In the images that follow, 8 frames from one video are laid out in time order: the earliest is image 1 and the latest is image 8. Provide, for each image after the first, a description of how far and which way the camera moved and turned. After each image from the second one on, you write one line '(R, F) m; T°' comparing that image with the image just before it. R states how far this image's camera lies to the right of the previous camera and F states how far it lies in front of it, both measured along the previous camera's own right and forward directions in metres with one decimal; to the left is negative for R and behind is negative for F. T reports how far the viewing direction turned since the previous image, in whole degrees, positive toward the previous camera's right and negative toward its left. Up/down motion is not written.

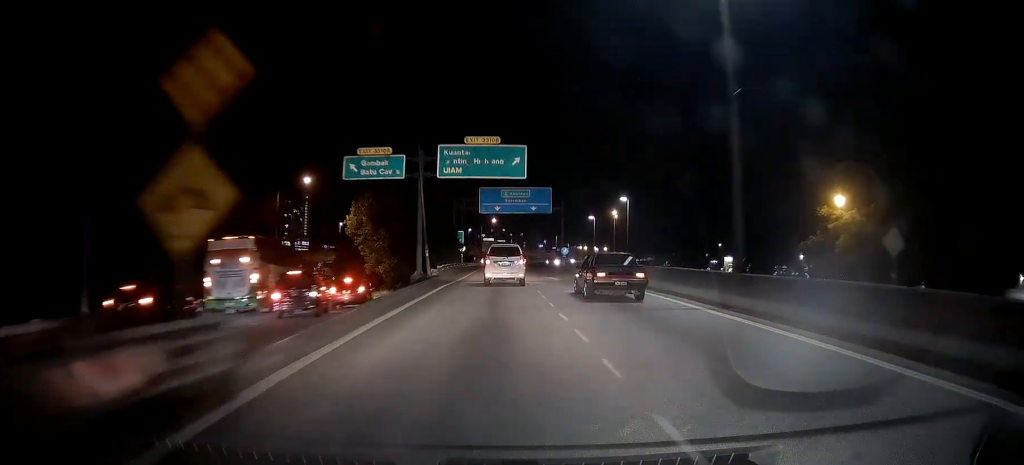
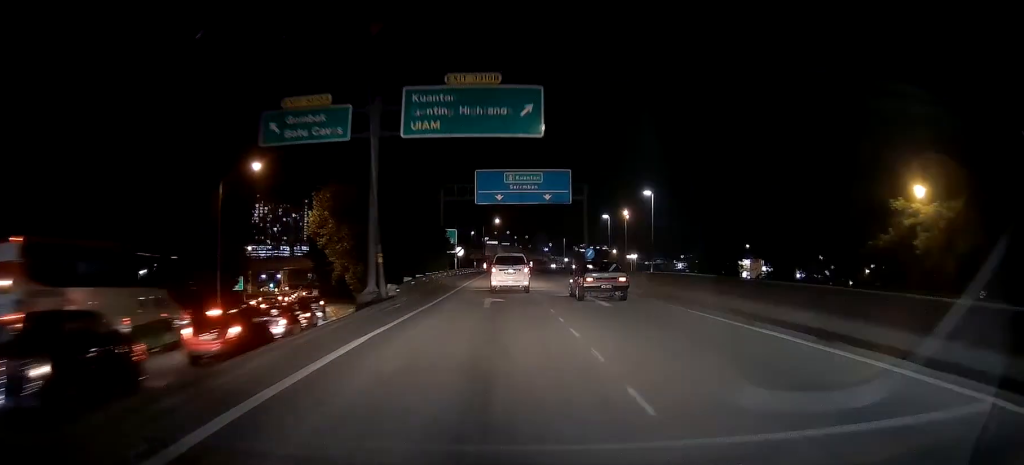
(0.0, +15.1) m; 0°
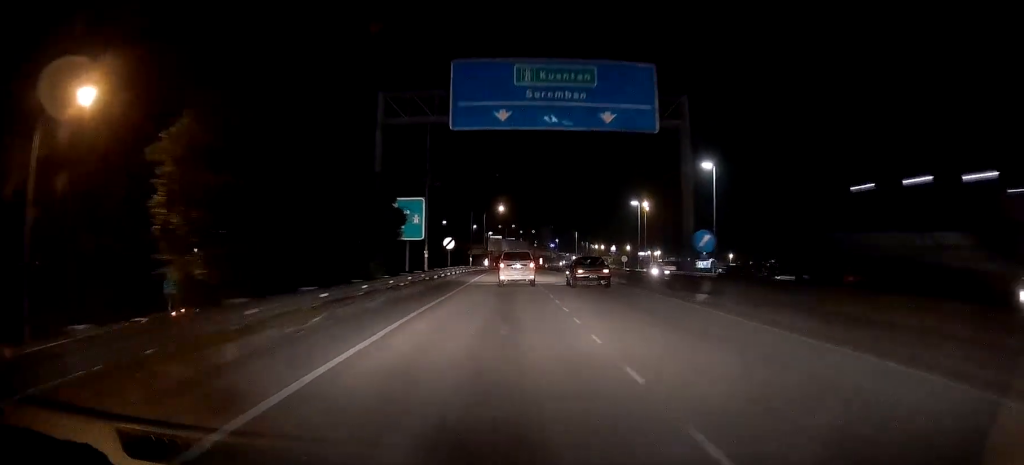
(0.0, +25.4) m; 0°
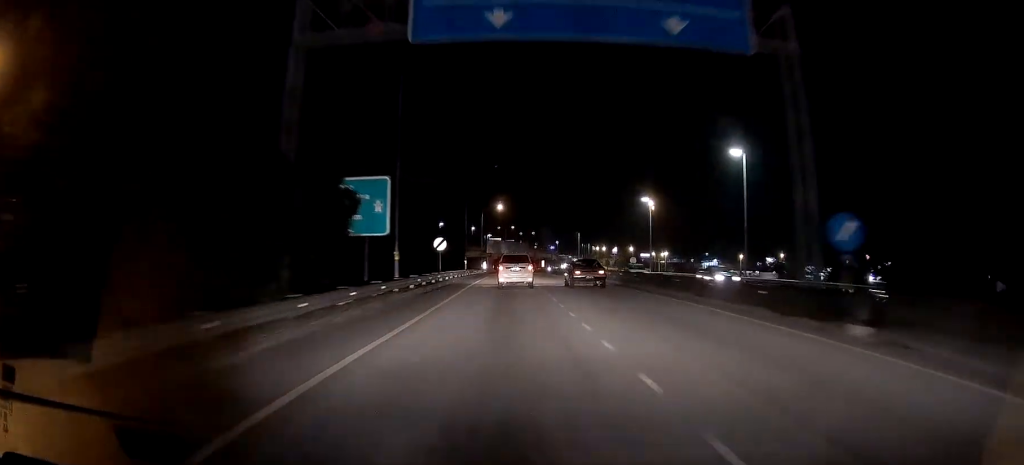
(0.0, +9.1) m; 0°
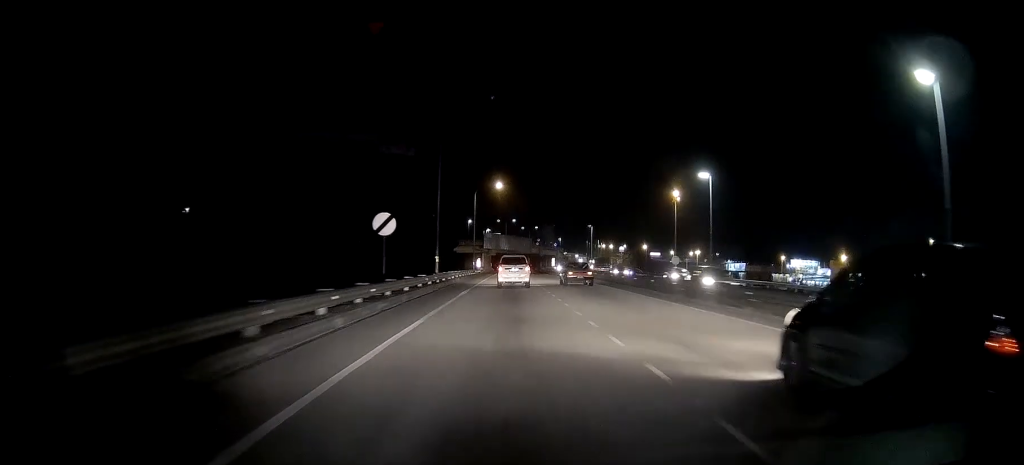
(-0.1, +29.1) m; 0°
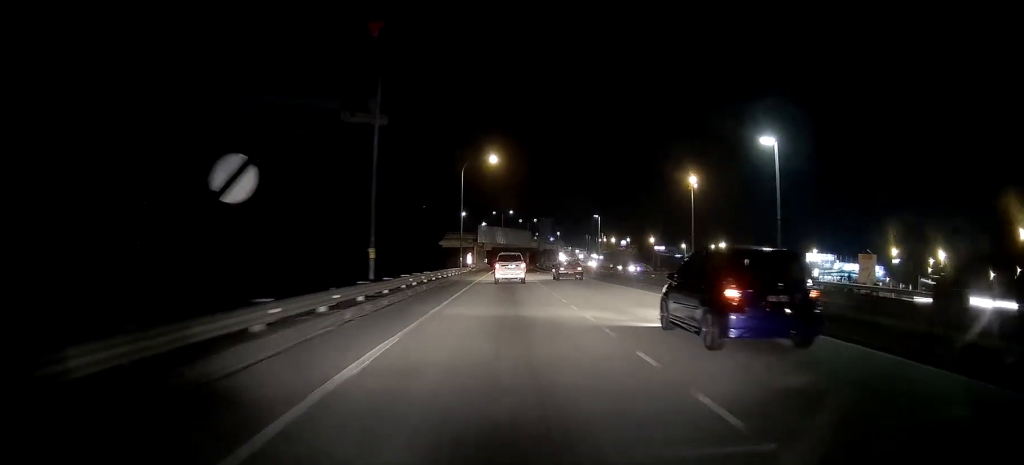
(0.0, +18.8) m; 0°
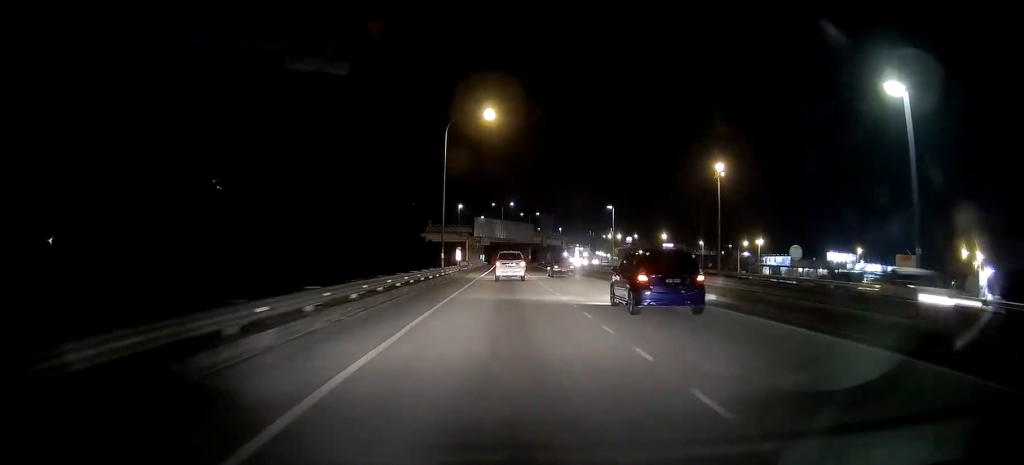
(0.0, +19.3) m; -2°
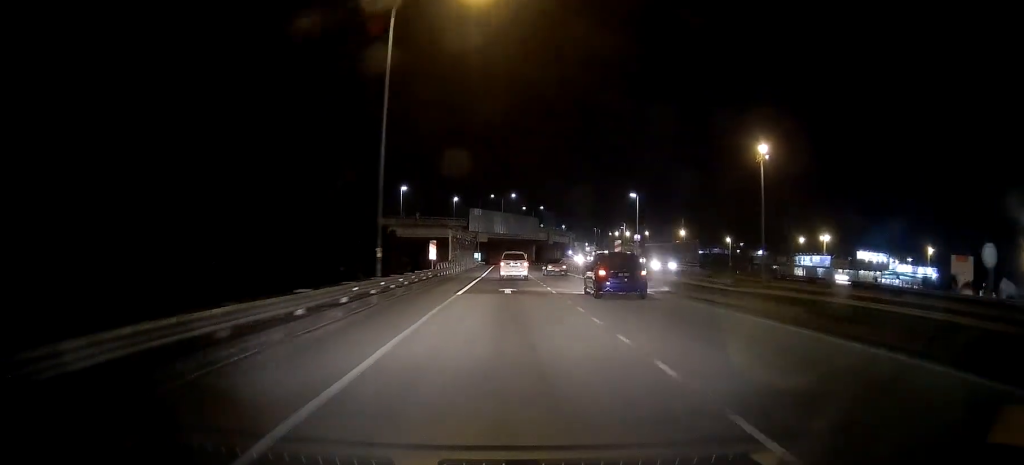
(-0.7, +23.5) m; 0°
